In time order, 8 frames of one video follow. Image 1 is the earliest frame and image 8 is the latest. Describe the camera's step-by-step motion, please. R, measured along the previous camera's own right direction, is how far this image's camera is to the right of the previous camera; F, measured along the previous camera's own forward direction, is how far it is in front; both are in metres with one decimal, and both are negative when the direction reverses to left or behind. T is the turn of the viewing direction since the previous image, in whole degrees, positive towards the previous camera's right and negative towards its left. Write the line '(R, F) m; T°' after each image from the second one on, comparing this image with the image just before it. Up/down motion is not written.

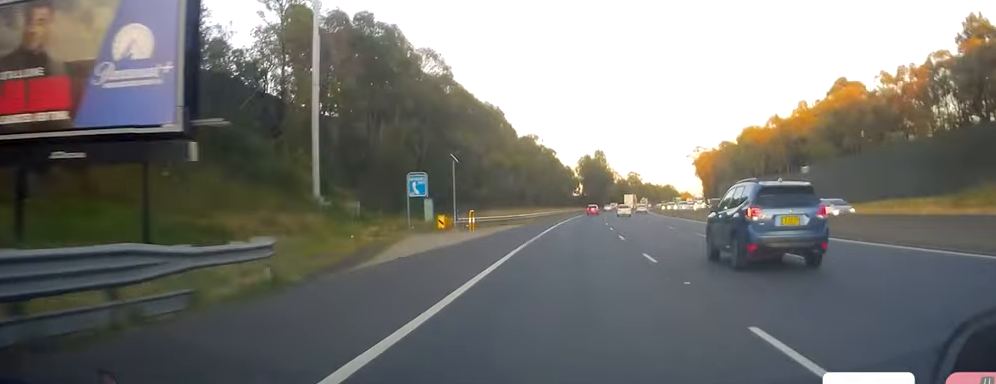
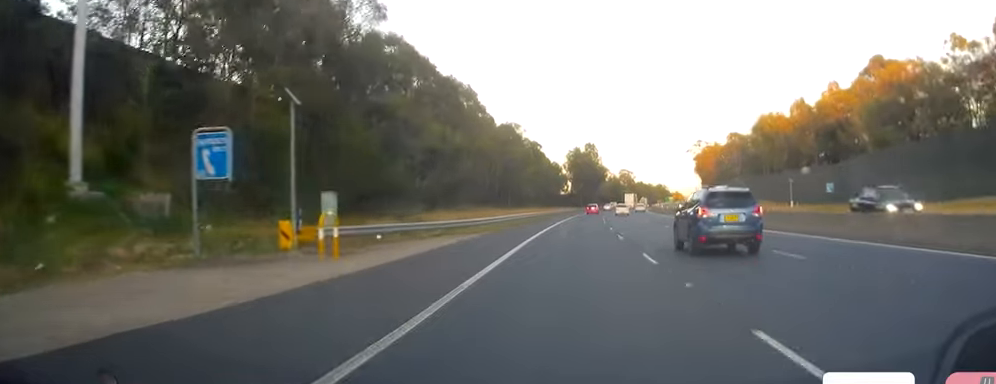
(+0.2, +24.2) m; +1°
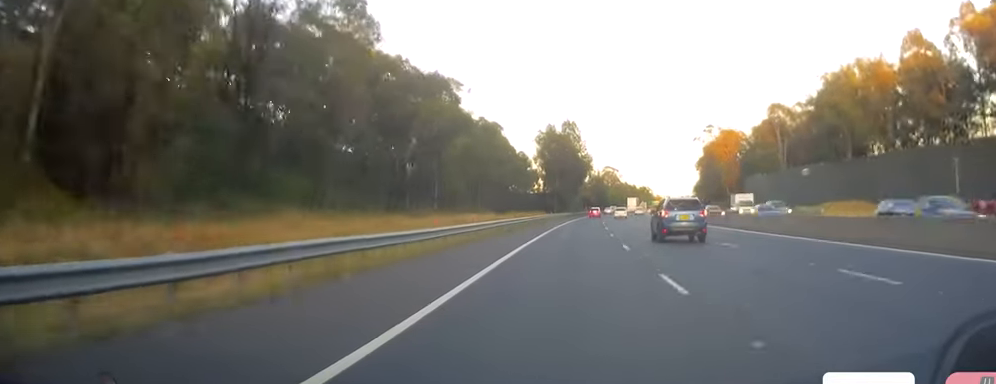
(+0.9, +52.8) m; +2°
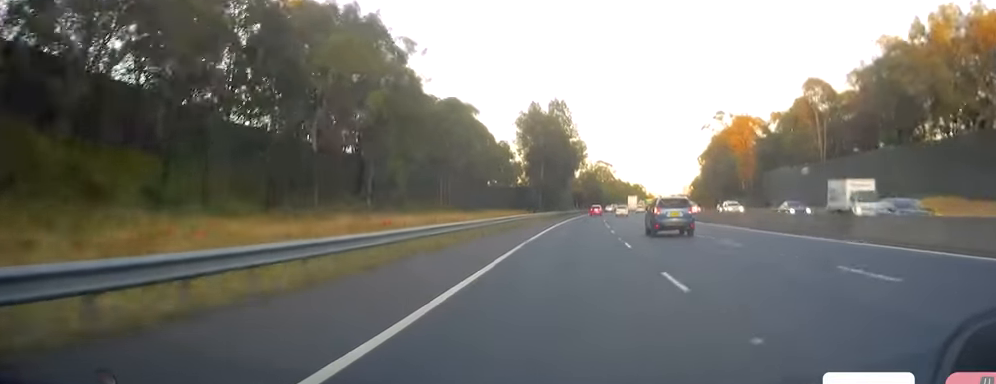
(+0.3, +23.6) m; +1°
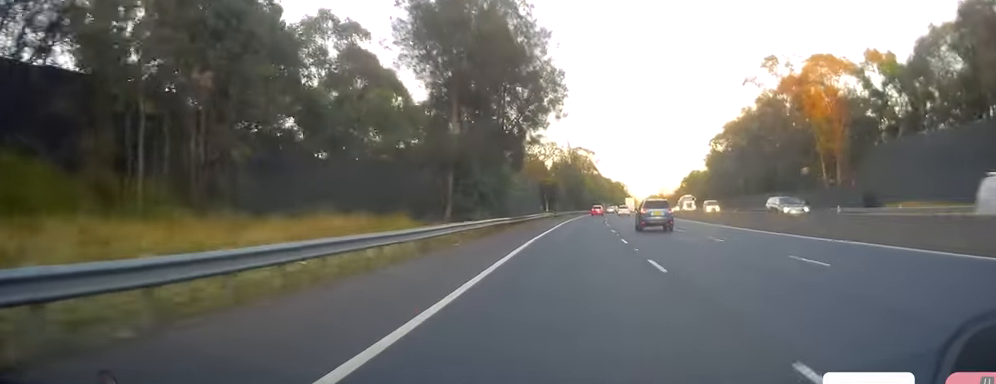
(+0.5, +55.8) m; +1°
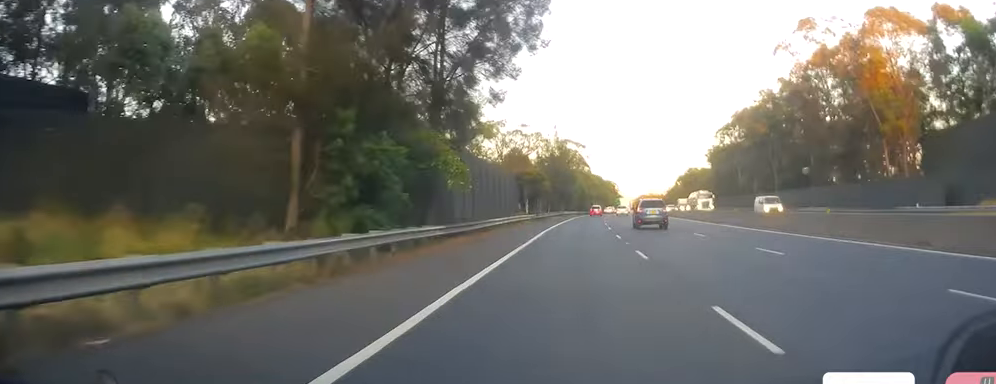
(+0.1, +20.3) m; +1°
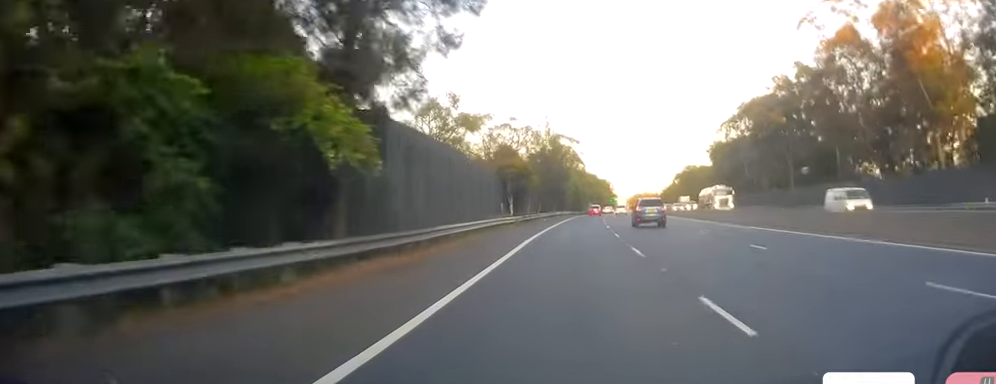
(+0.2, +11.1) m; 0°
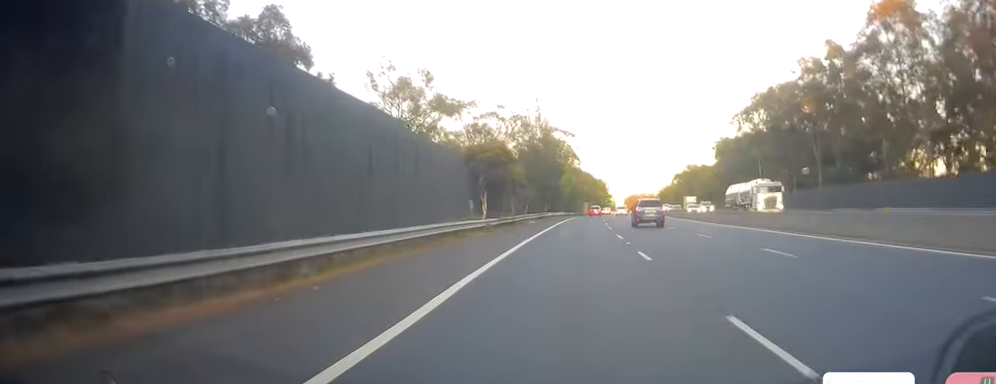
(+0.1, +13.9) m; 0°
